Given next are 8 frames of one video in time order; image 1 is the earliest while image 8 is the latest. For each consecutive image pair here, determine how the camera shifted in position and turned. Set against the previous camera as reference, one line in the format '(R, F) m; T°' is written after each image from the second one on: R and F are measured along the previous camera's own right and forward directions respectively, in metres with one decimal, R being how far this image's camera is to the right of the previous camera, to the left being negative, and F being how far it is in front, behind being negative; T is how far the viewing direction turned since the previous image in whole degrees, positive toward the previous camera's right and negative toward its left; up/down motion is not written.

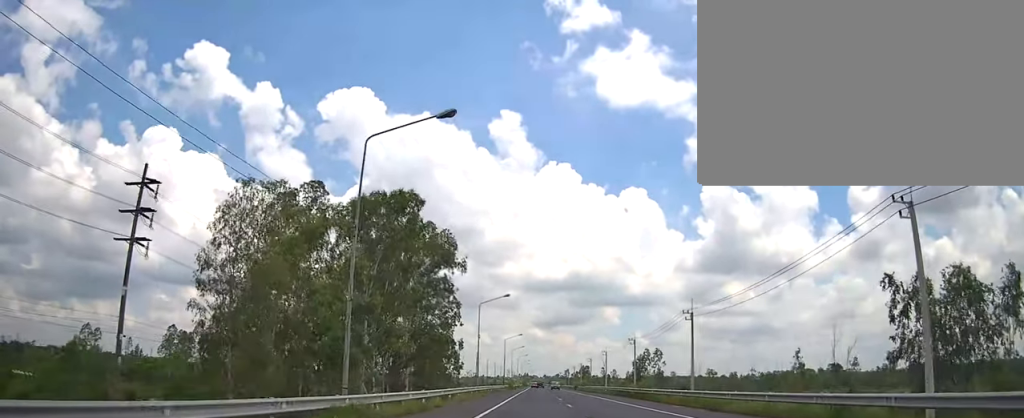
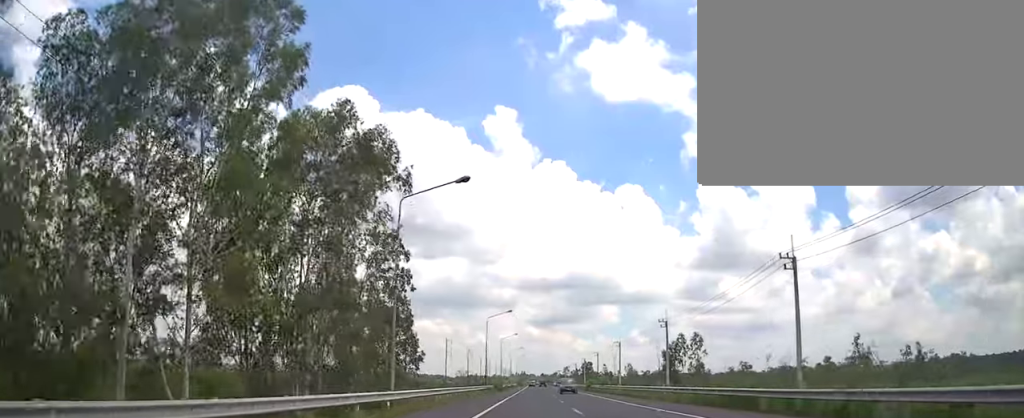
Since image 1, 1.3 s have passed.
(+0.2, +30.2) m; 0°
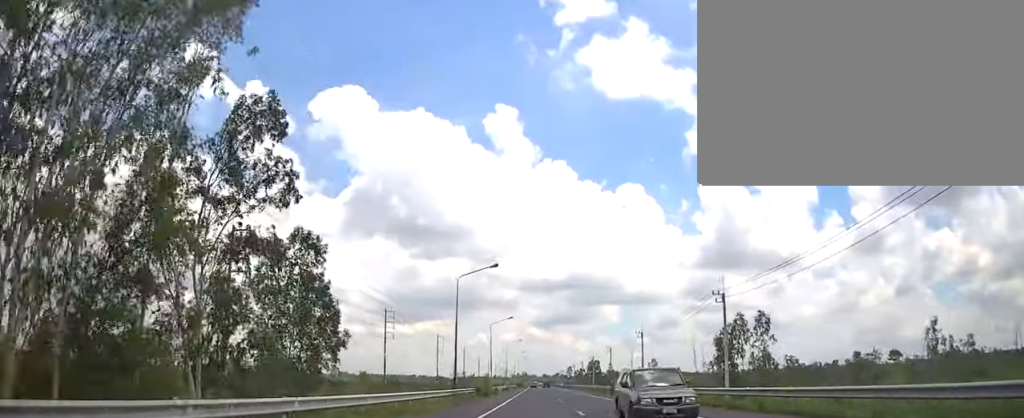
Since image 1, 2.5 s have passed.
(+0.1, +25.4) m; +1°
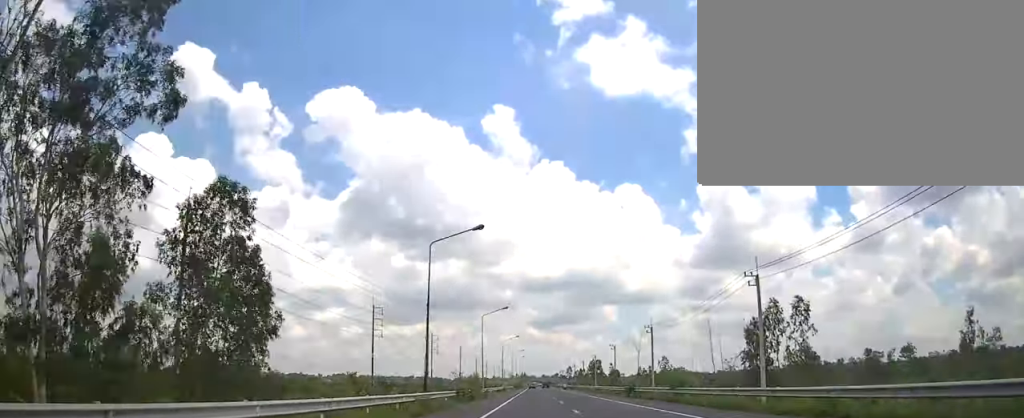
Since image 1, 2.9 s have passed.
(+0.1, +9.7) m; 0°
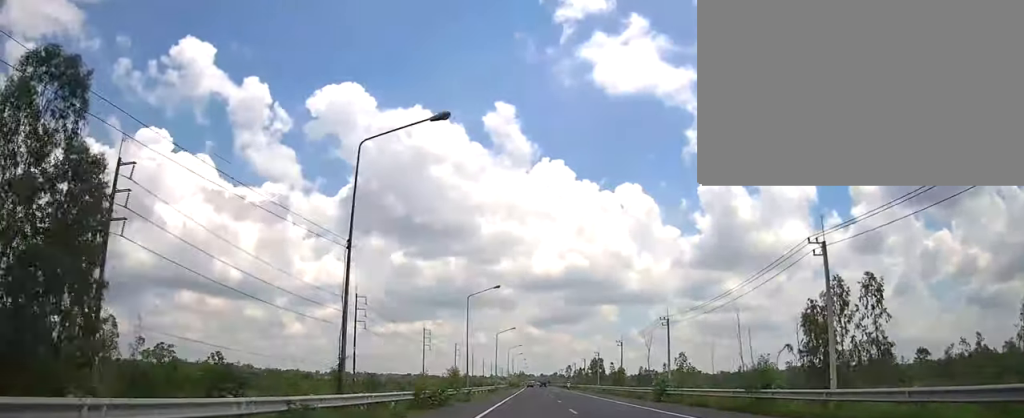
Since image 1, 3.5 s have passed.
(+0.2, +12.7) m; -1°
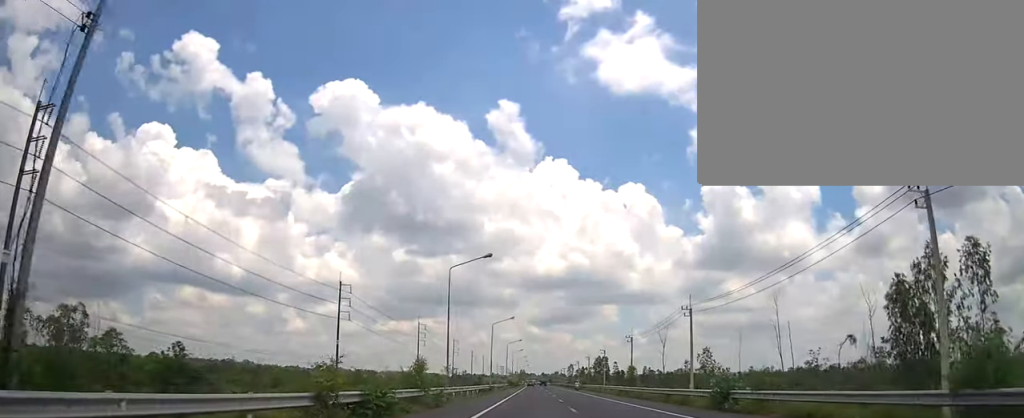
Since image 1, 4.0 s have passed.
(0.0, +11.2) m; 0°
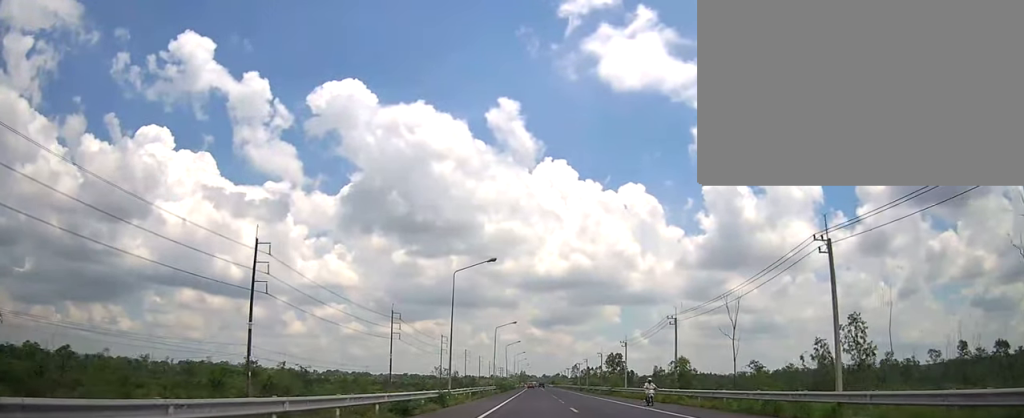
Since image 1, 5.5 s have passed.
(-0.2, +34.7) m; +1°
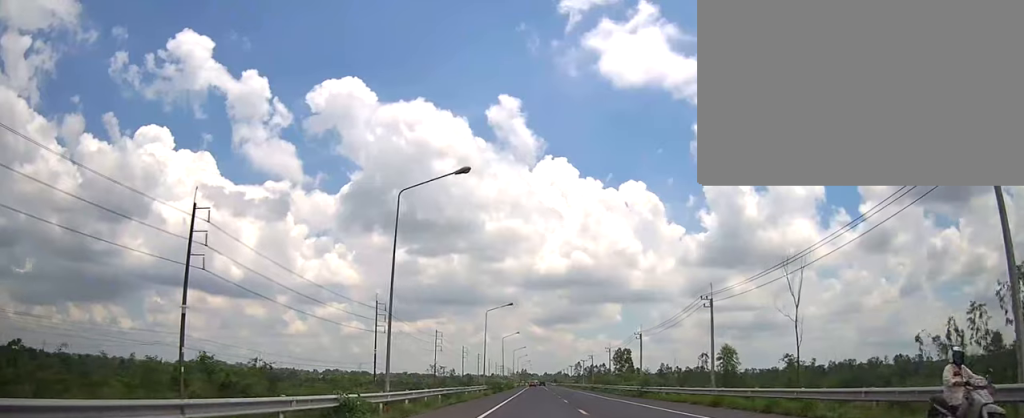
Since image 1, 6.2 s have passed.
(+0.1, +15.6) m; 0°
